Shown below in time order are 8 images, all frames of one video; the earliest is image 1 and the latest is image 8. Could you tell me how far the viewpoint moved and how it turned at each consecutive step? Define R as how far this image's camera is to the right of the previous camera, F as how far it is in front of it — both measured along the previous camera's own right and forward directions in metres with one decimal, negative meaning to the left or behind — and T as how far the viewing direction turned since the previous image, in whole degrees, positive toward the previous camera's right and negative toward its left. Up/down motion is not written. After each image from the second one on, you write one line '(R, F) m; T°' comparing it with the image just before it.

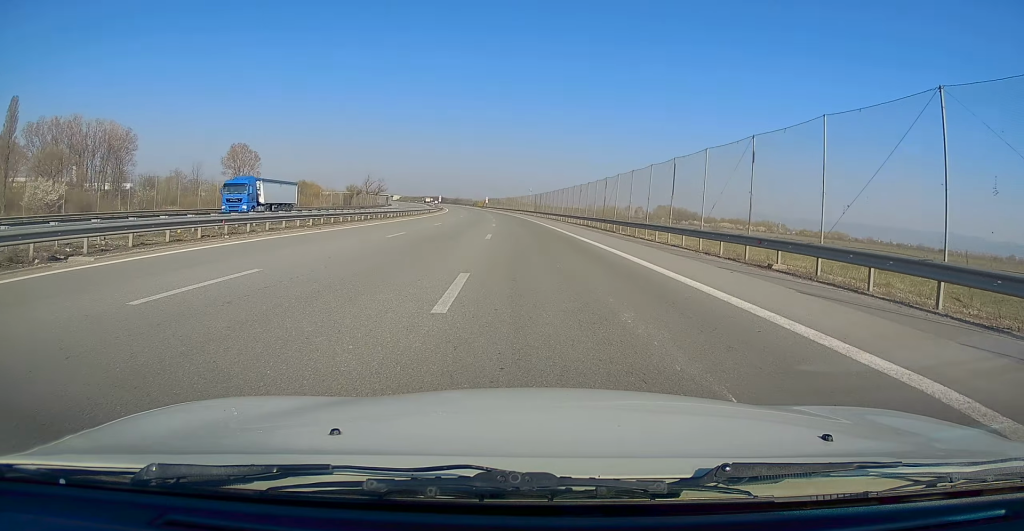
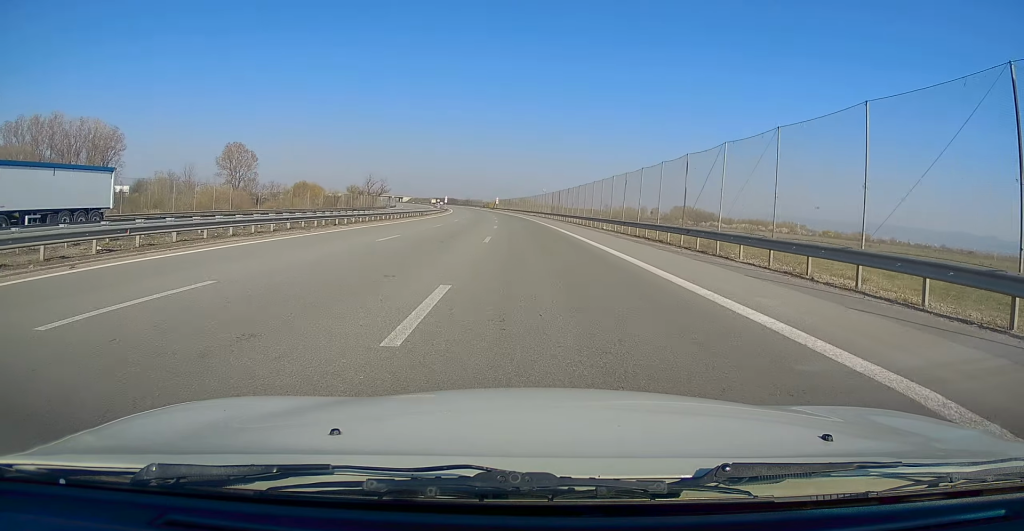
(-0.3, +17.6) m; -1°
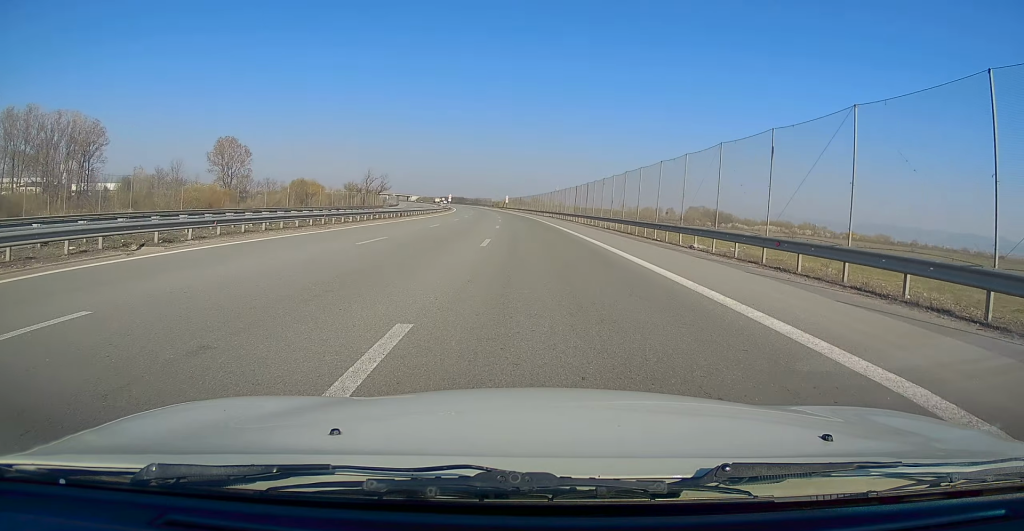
(-0.1, +19.3) m; 0°
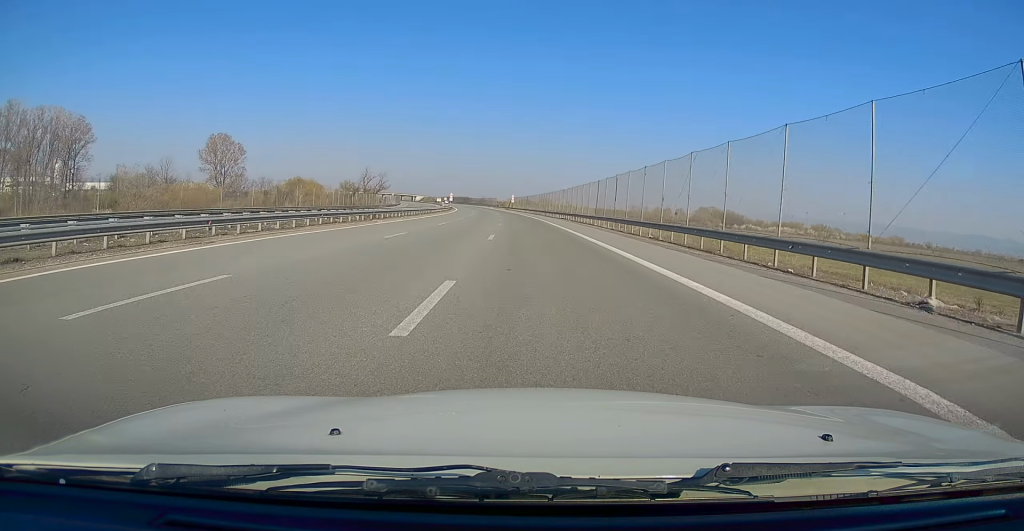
(0.0, +12.6) m; 0°
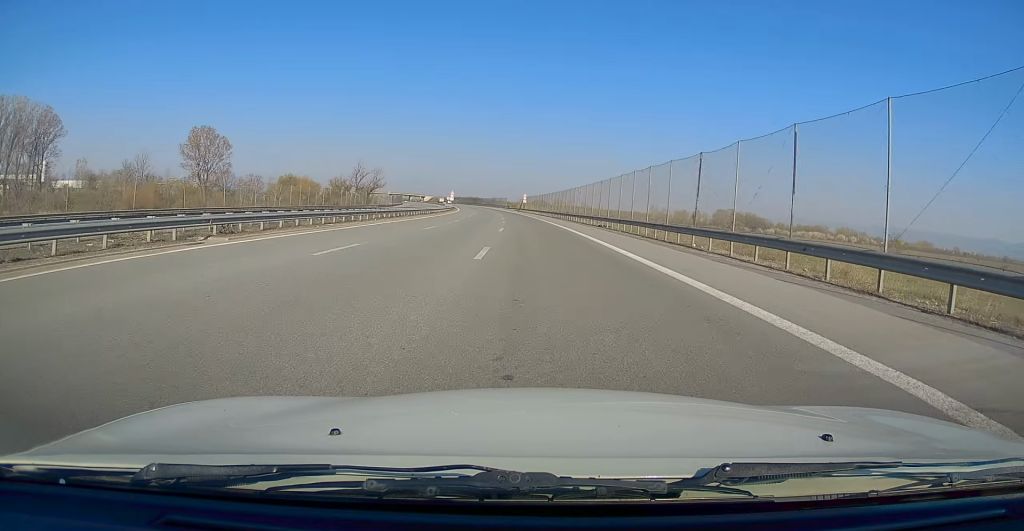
(-0.1, +24.4) m; -1°
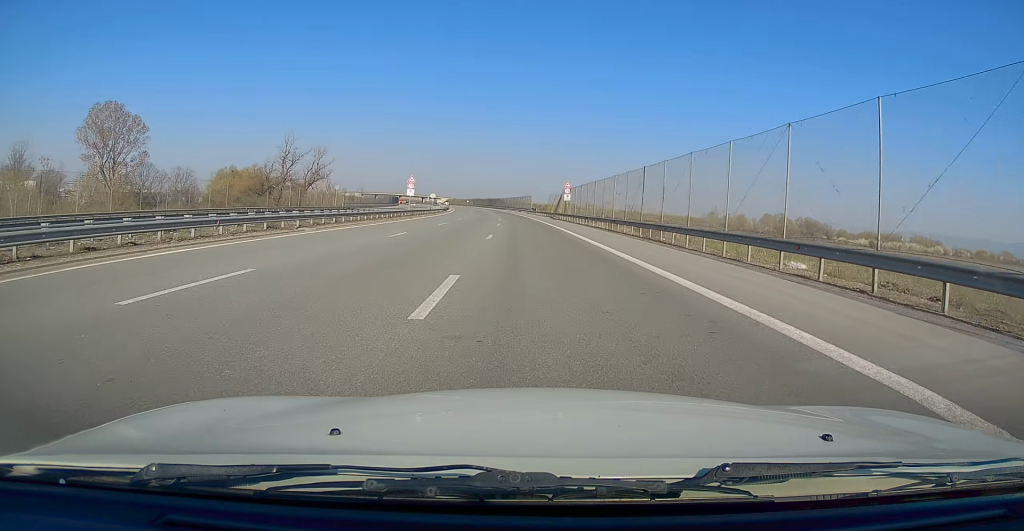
(-2.9, +71.7) m; -3°
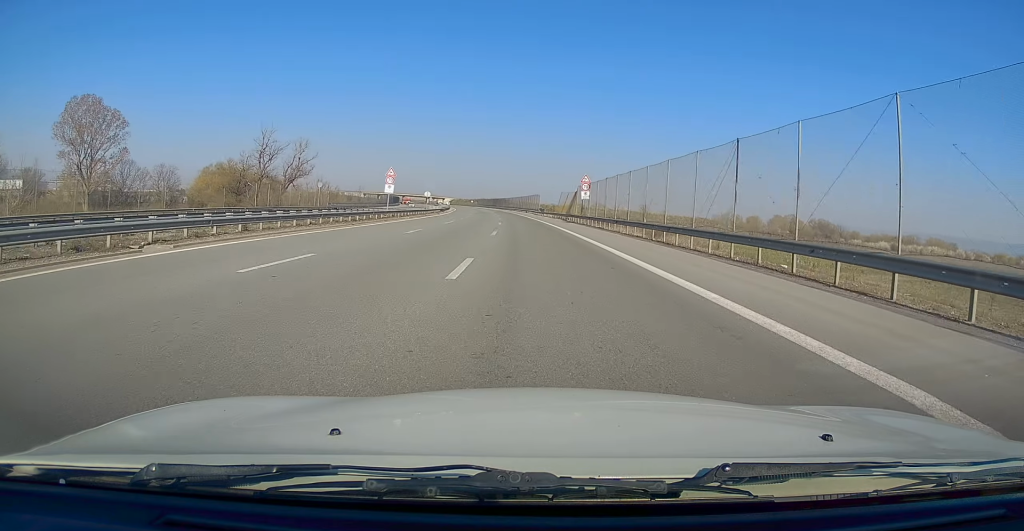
(0.0, +12.6) m; -1°
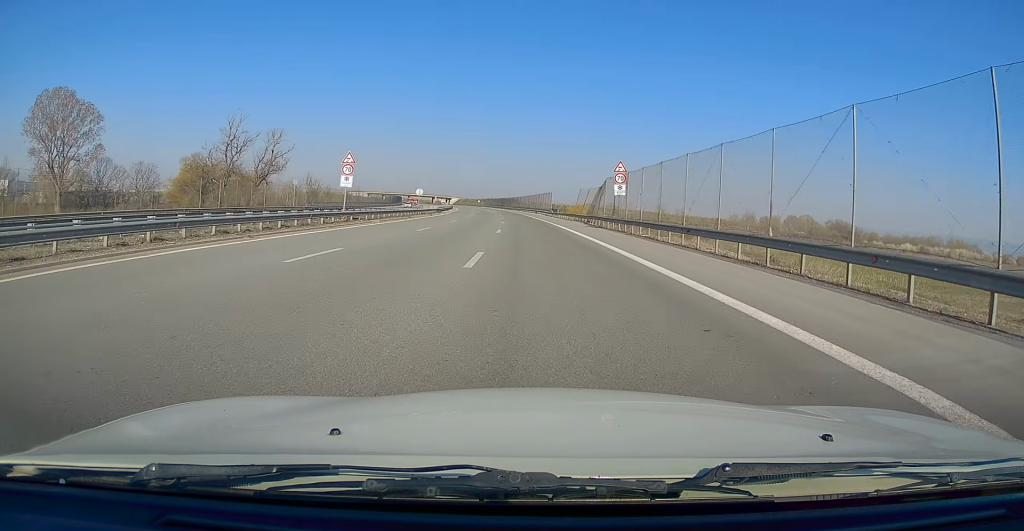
(+0.1, +14.3) m; -1°
